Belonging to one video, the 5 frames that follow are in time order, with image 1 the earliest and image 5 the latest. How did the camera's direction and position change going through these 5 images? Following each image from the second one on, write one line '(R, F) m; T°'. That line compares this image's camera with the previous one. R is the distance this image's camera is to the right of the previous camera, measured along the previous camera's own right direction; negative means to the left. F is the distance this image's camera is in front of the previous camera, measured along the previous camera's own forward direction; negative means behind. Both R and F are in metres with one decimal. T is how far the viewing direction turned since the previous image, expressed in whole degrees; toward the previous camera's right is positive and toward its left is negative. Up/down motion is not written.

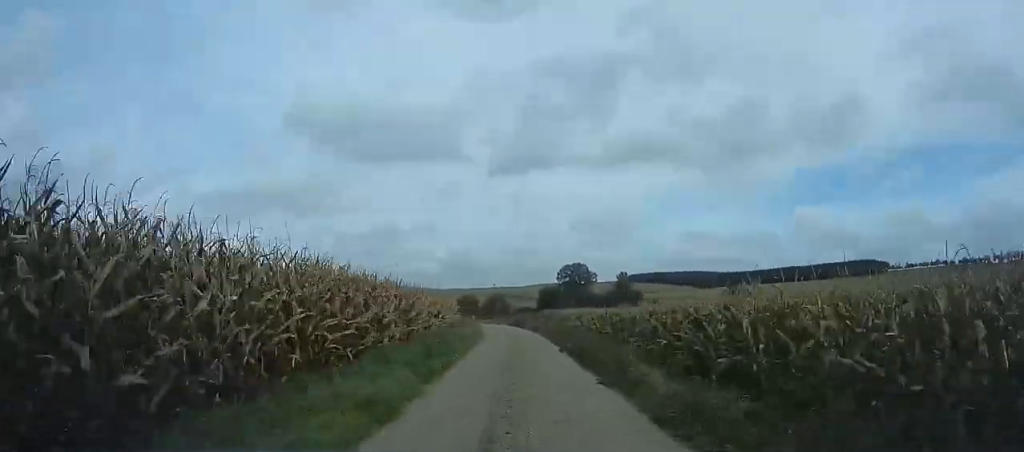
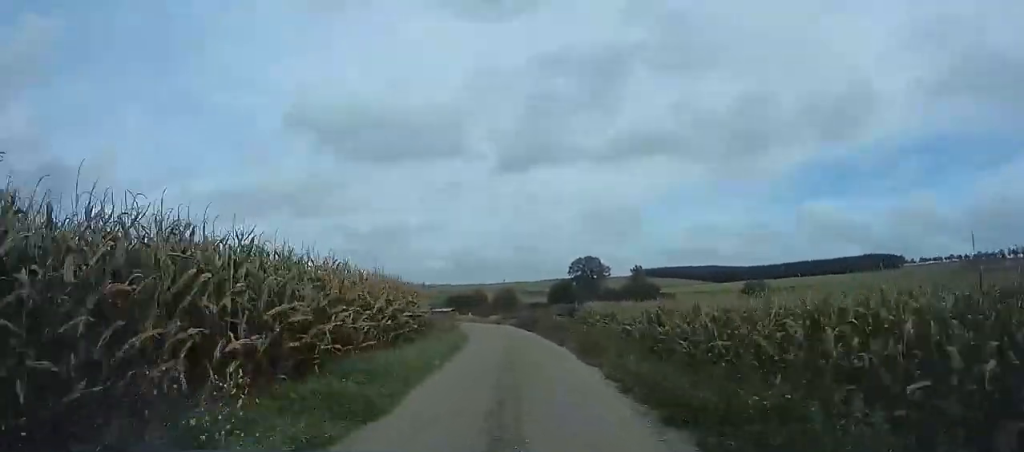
(+0.3, +13.1) m; -1°
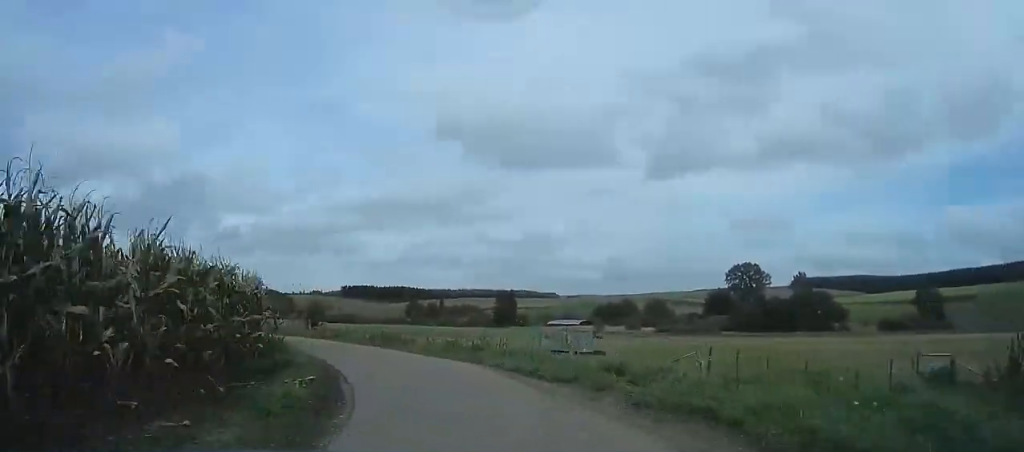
(-2.1, +32.4) m; -11°
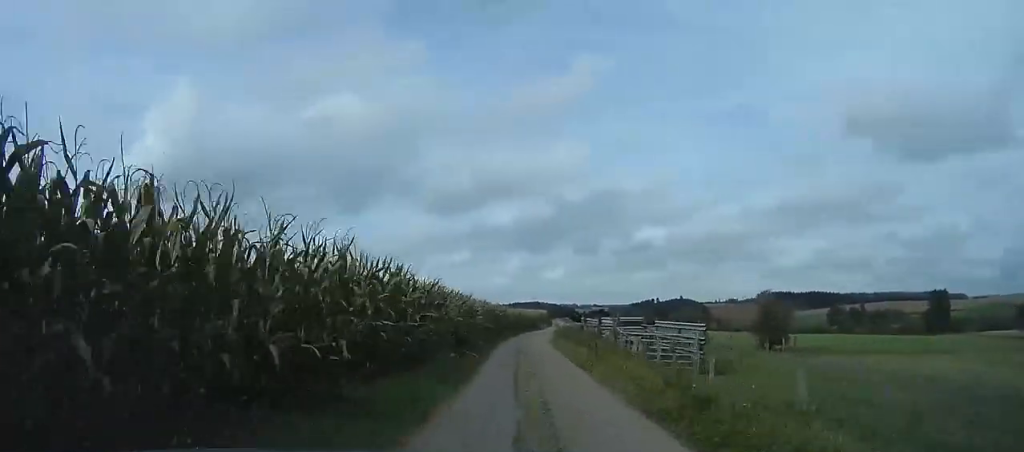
(-10.3, +24.0) m; -44°
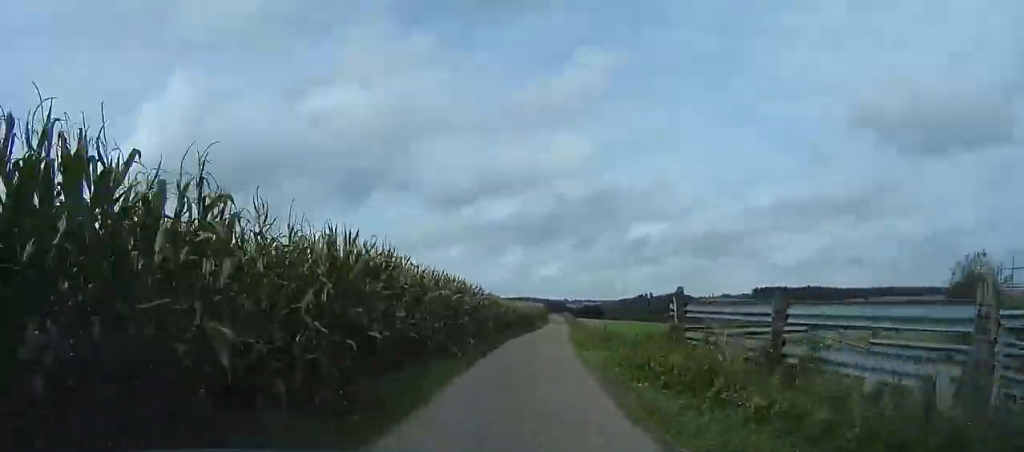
(-2.0, +18.4) m; -7°
